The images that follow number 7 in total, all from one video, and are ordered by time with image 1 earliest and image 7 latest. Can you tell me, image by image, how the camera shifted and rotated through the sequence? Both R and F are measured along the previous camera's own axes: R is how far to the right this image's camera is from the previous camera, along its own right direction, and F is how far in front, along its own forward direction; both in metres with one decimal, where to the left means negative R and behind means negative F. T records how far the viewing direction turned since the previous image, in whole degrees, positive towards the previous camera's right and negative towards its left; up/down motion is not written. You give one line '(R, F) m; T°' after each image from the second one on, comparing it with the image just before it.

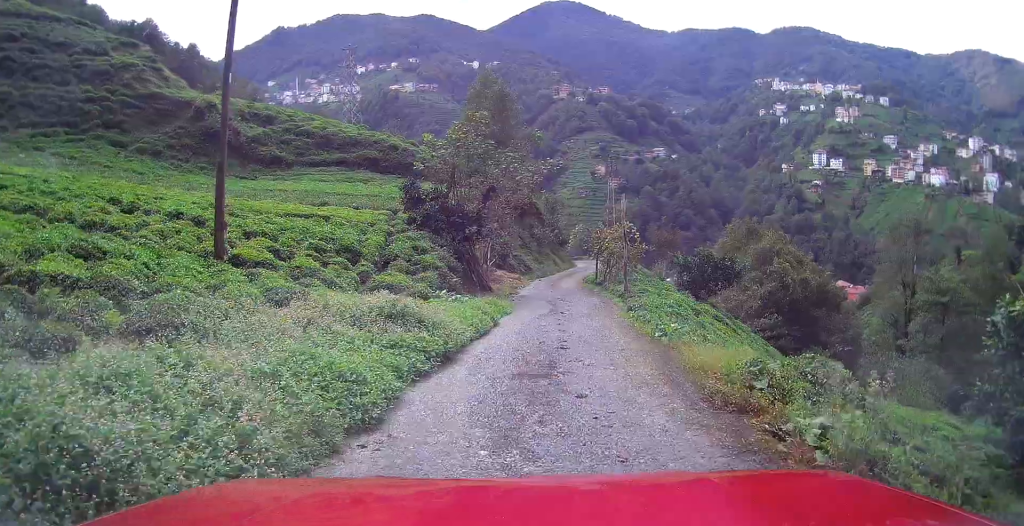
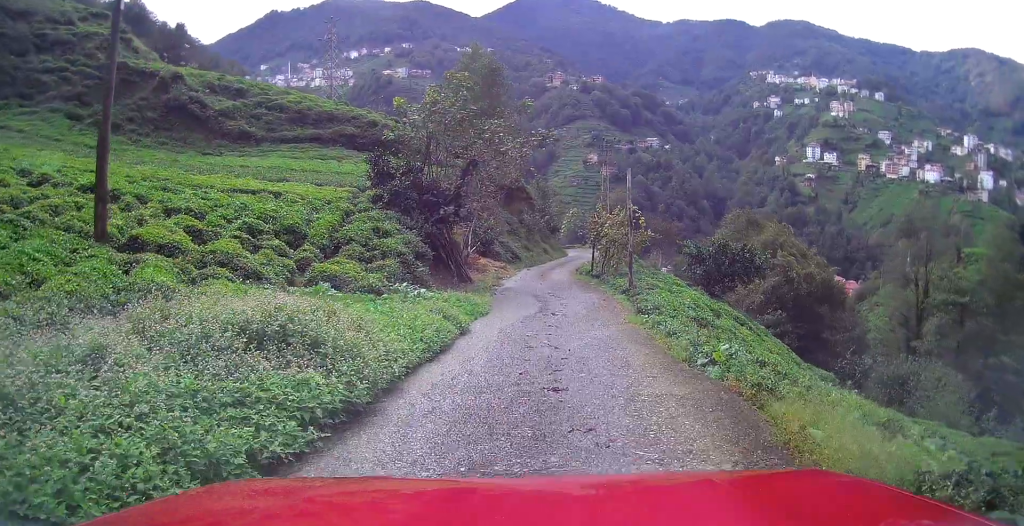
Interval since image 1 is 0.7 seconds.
(+0.1, +4.1) m; +1°
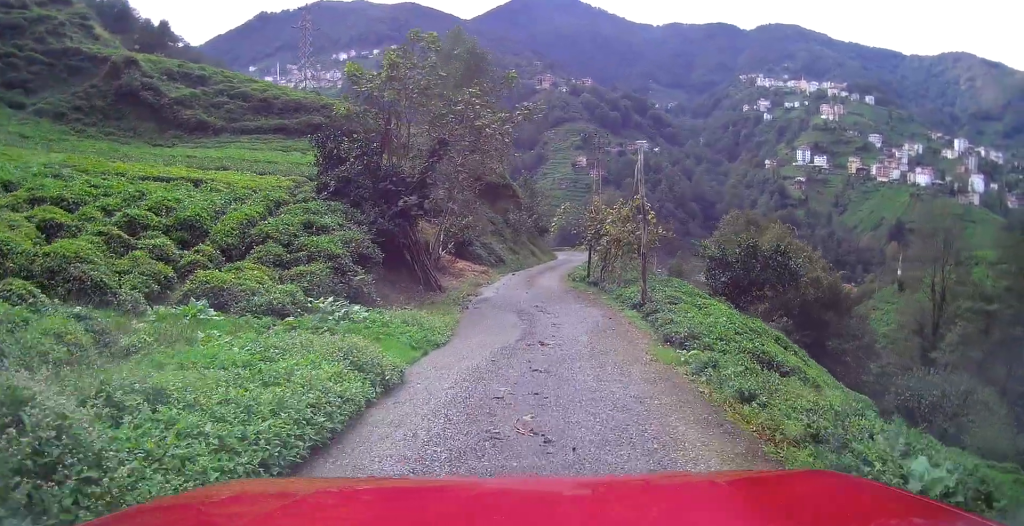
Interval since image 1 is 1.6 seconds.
(+0.1, +4.7) m; +2°
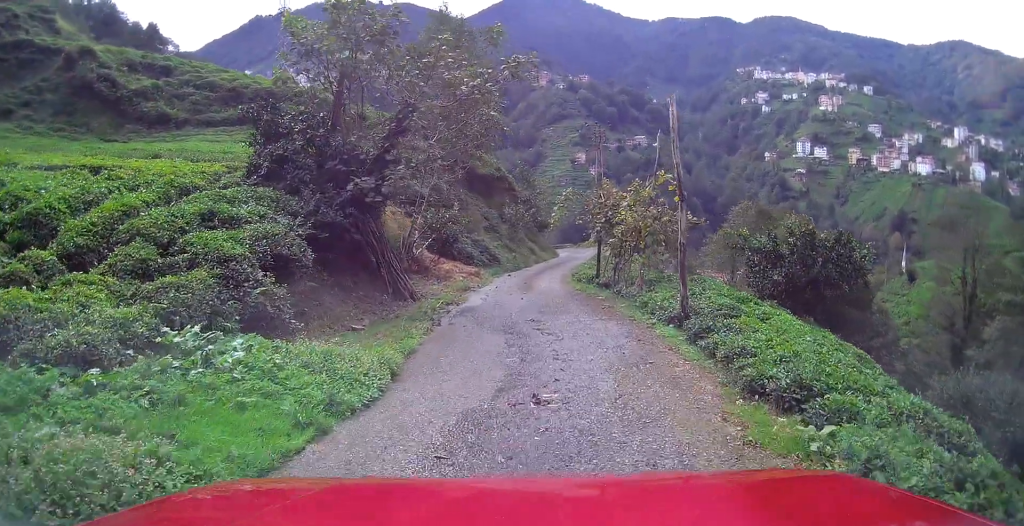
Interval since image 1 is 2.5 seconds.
(+0.1, +4.3) m; +1°
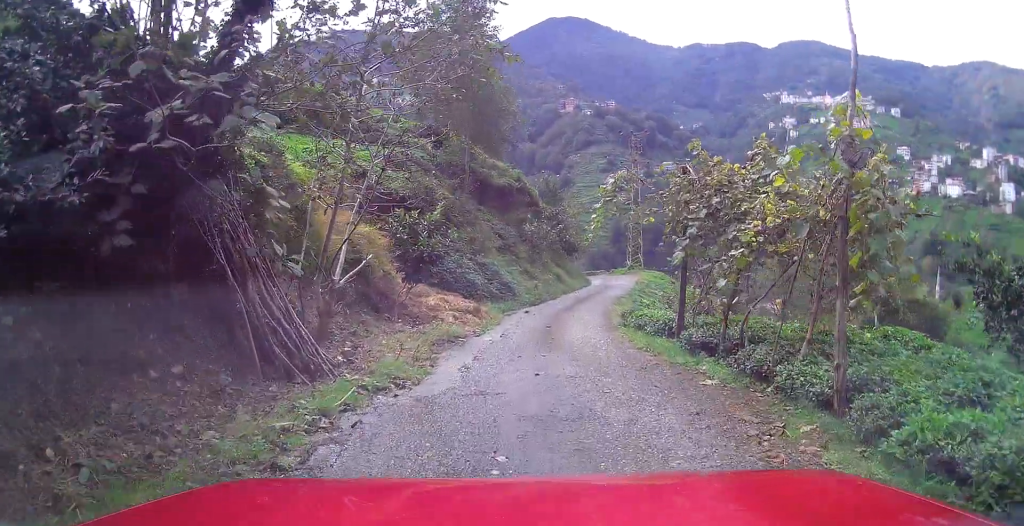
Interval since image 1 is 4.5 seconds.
(-0.2, +8.5) m; -6°
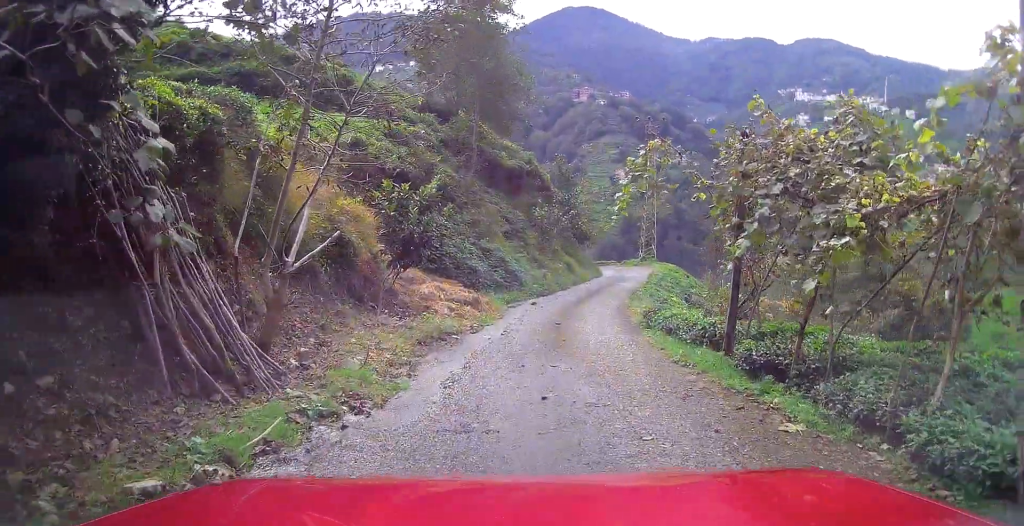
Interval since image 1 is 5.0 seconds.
(-0.1, +2.1) m; -2°
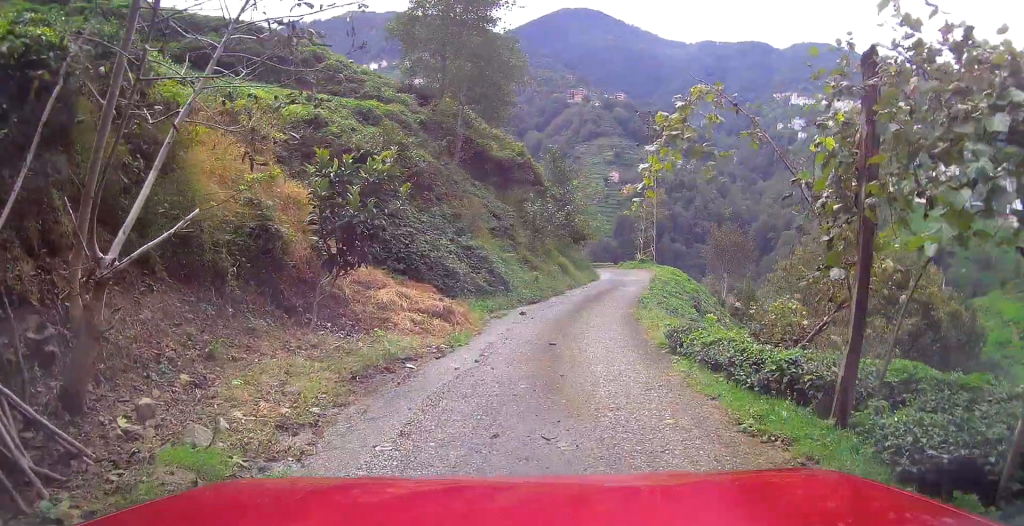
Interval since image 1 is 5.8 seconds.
(0.0, +3.1) m; +1°
